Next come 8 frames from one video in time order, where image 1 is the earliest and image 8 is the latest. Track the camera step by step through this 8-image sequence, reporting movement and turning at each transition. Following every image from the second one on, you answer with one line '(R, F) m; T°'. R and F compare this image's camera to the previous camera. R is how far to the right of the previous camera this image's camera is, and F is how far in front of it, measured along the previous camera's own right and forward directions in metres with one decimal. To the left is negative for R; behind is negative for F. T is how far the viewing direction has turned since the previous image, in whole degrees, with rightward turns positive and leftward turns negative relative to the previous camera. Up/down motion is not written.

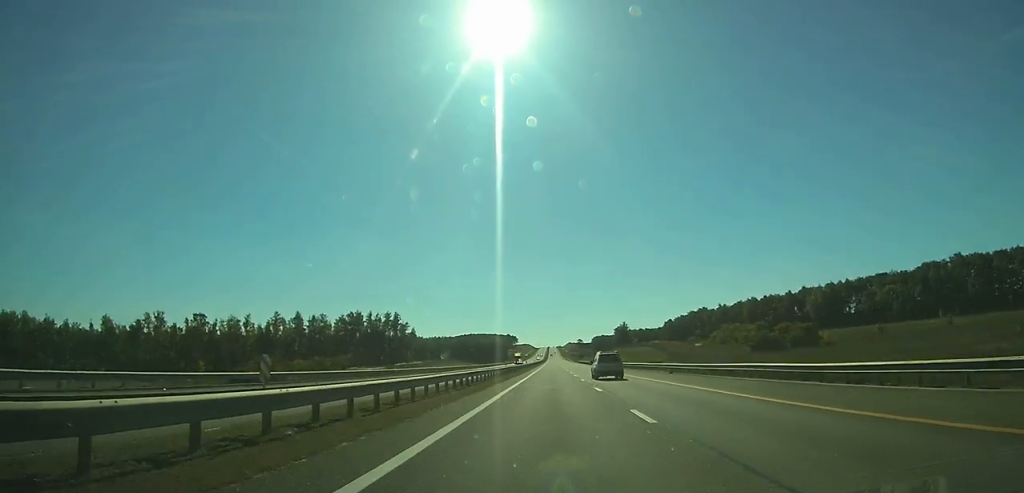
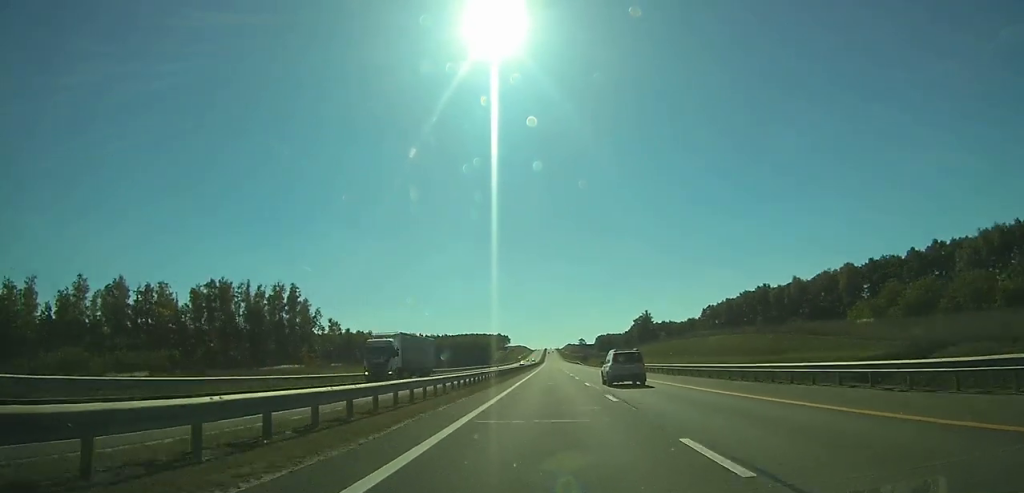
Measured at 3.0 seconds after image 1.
(-0.2, +101.5) m; 0°
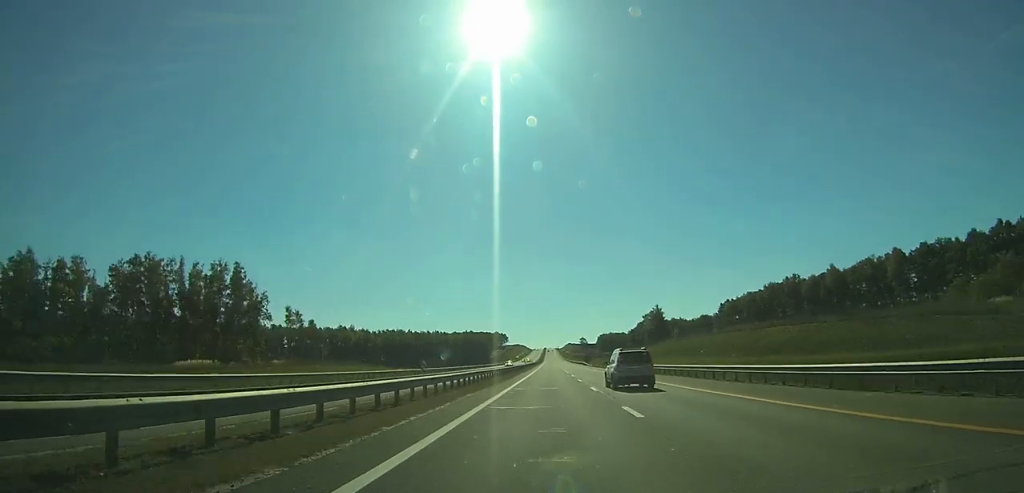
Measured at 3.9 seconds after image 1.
(0.0, +29.4) m; 0°
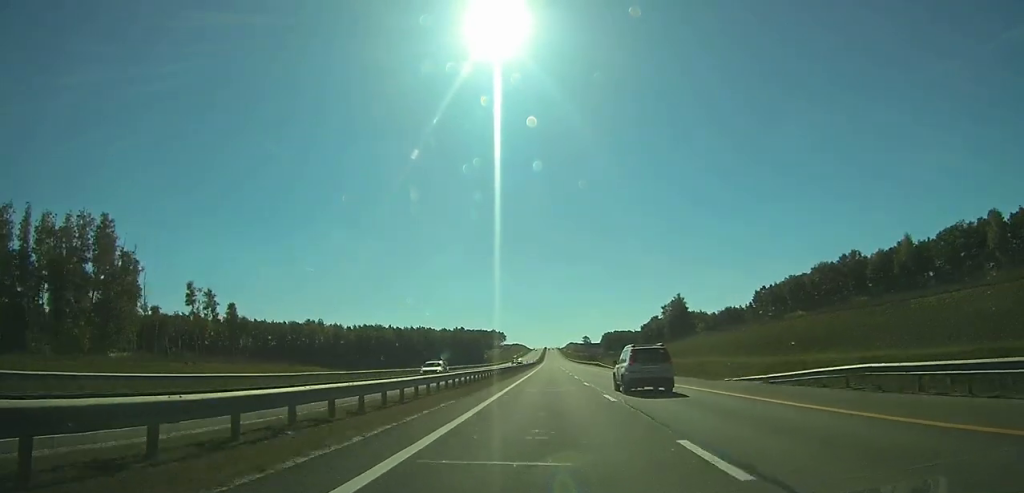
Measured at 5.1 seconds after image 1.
(0.0, +43.0) m; 0°
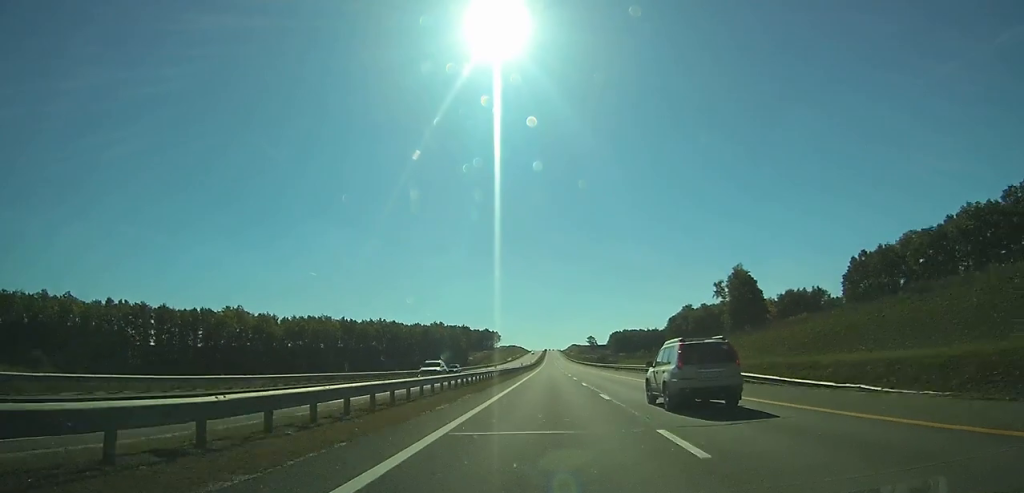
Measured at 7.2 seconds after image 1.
(0.0, +70.4) m; 0°
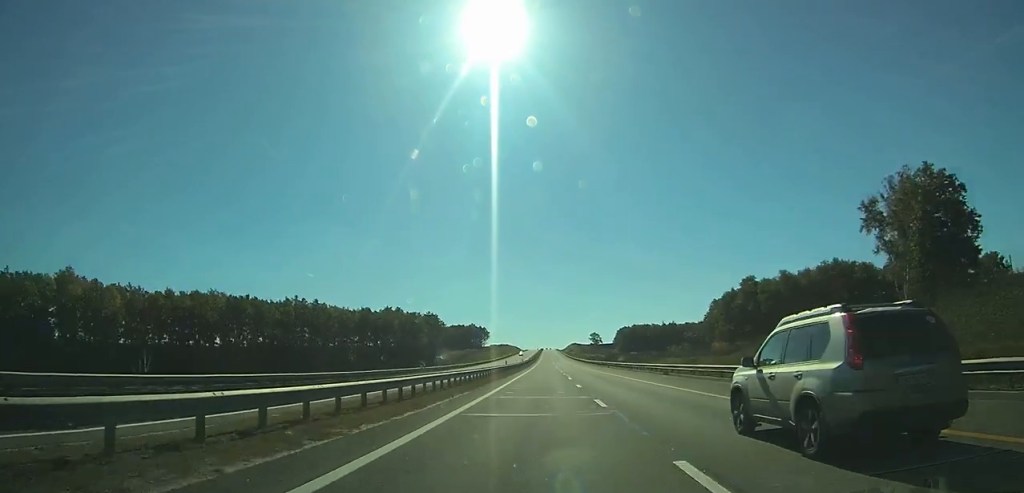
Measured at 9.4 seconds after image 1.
(0.0, +75.4) m; 0°
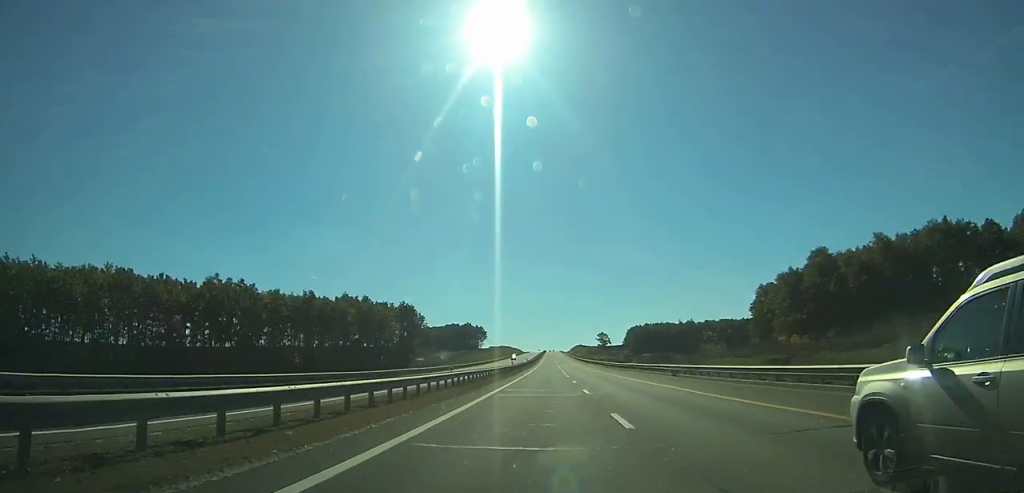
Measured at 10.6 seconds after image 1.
(0.0, +41.2) m; 0°
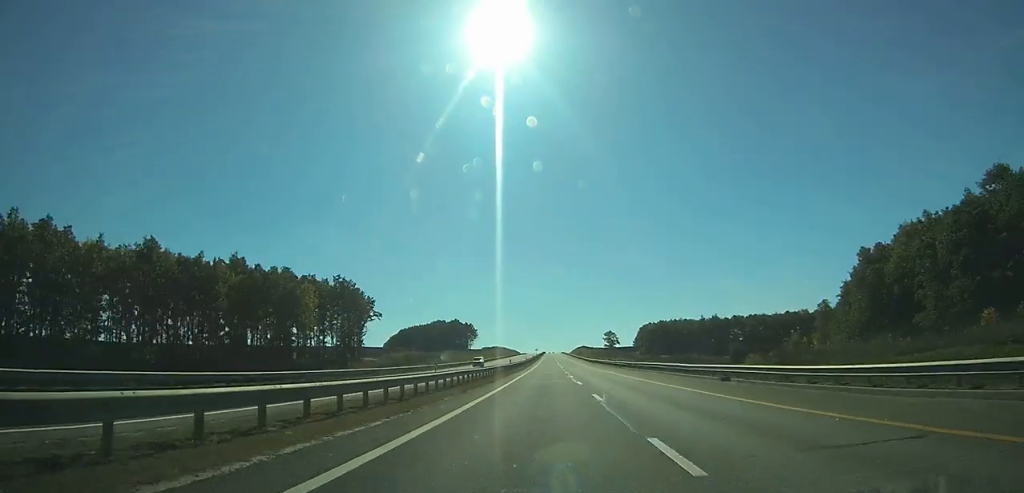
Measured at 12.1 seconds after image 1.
(0.0, +52.5) m; 0°
